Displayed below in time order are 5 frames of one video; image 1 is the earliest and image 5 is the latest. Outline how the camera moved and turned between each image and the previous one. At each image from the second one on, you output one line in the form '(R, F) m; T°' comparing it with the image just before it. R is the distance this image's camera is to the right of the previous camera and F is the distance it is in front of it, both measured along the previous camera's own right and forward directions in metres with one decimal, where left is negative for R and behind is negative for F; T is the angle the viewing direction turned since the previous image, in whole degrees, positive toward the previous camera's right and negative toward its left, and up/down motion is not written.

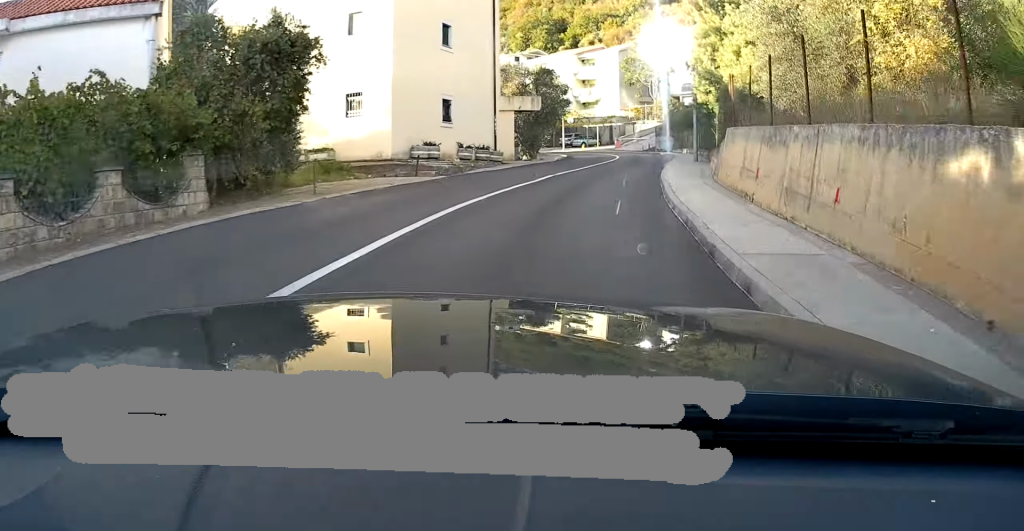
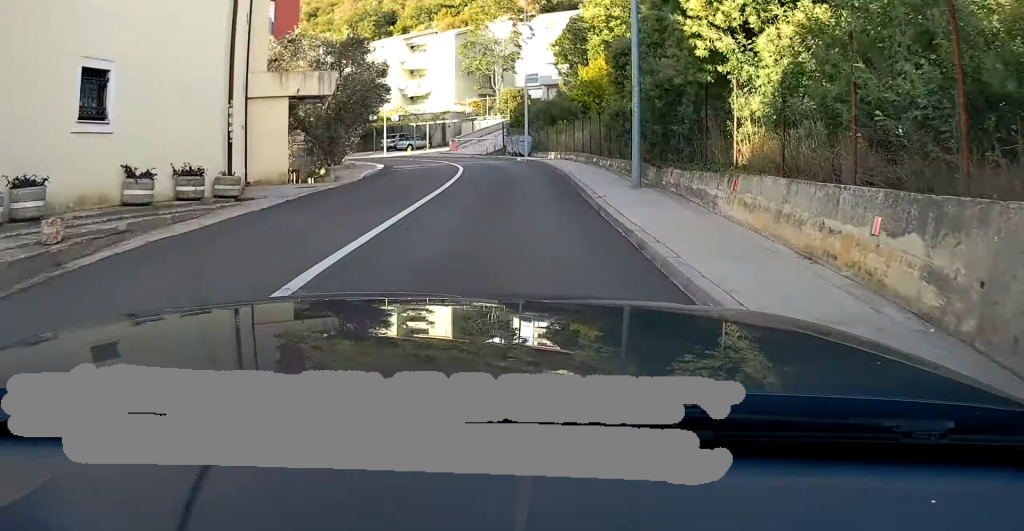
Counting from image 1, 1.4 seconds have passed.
(+1.2, +14.4) m; +4°
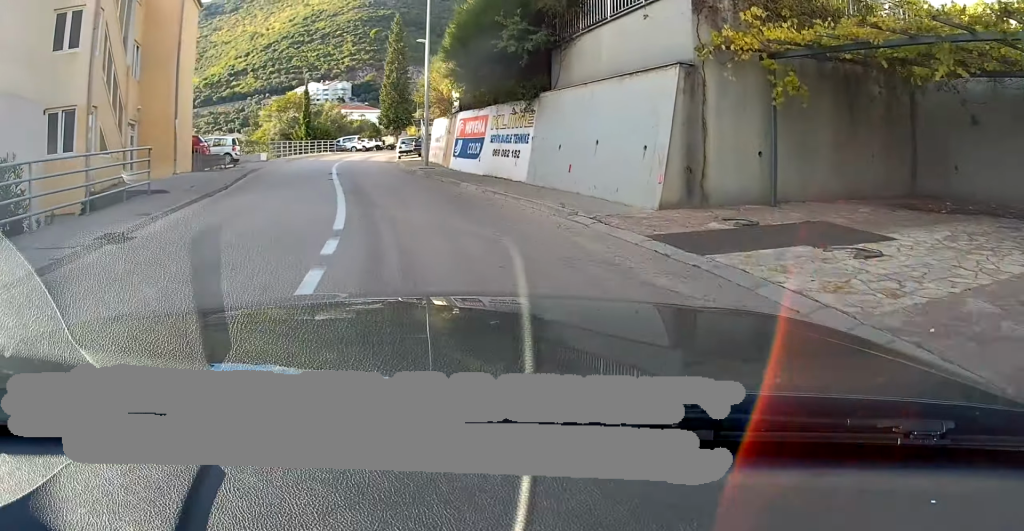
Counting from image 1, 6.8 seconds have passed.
(-14.5, +57.7) m; -39°
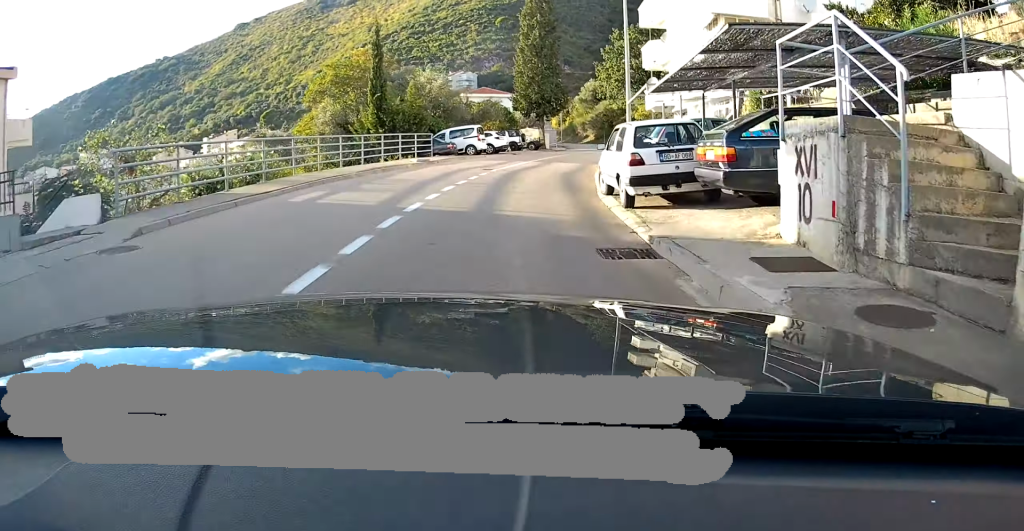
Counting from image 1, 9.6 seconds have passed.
(-4.0, +33.7) m; -4°
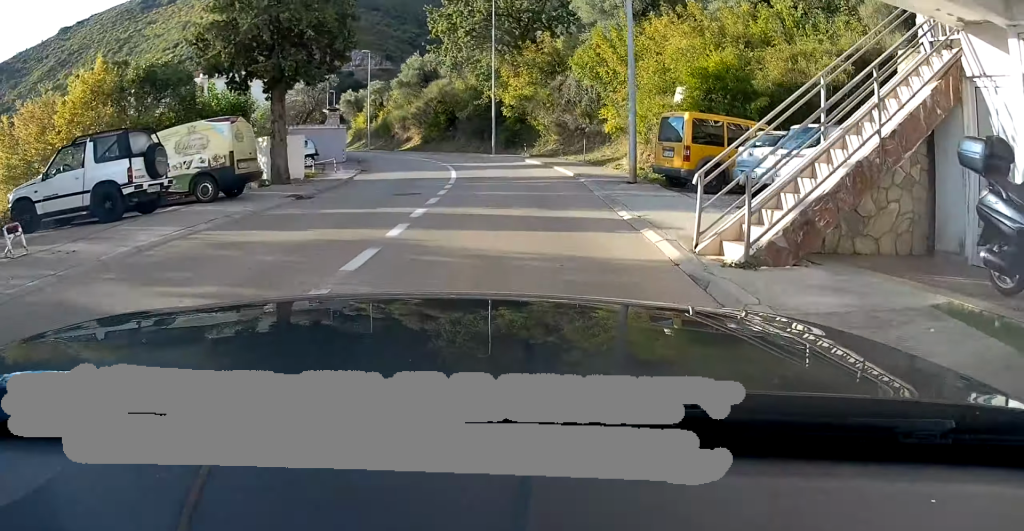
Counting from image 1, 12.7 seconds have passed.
(+3.5, +38.9) m; +9°
